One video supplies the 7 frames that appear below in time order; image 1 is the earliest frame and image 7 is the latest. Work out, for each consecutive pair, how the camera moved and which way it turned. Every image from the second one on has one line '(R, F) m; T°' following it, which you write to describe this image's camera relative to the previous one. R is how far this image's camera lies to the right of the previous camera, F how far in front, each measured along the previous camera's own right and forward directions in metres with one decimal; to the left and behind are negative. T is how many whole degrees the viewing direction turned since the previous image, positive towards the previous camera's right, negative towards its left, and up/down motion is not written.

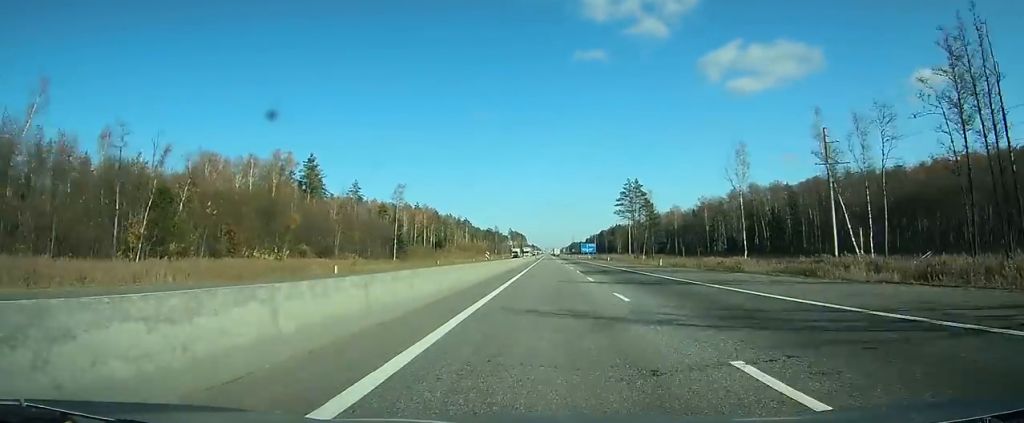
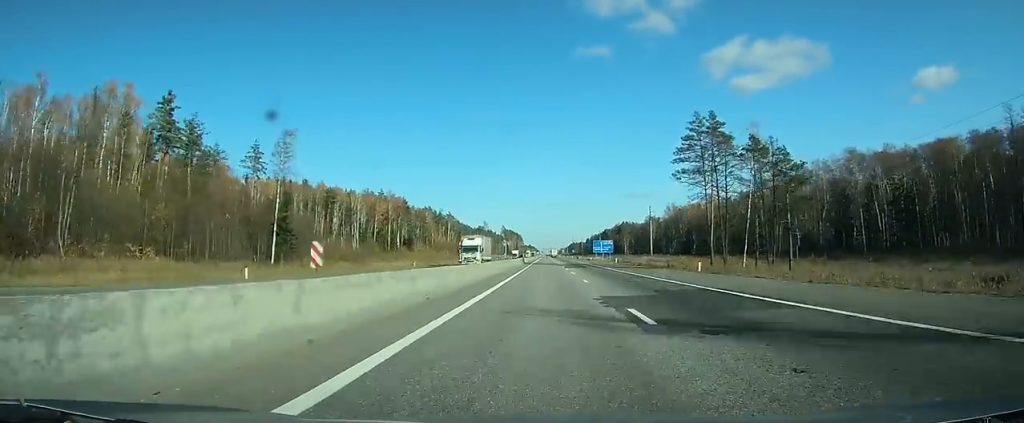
(+0.1, +67.6) m; 0°
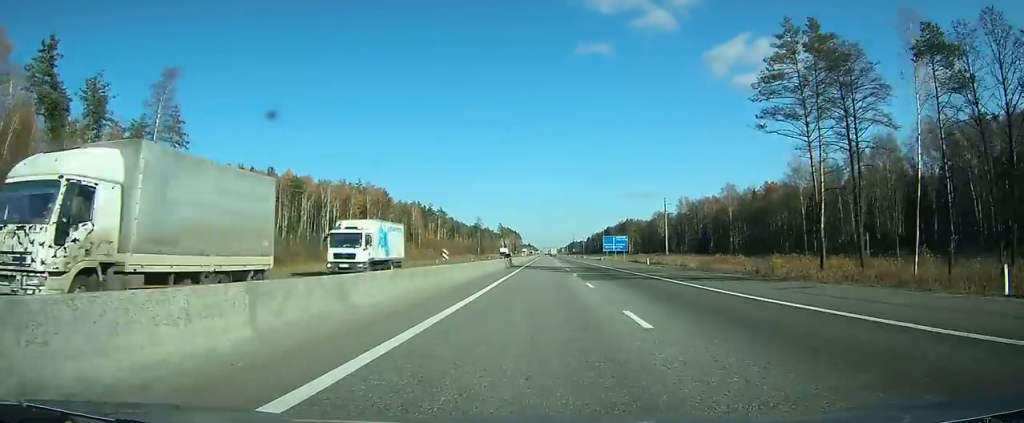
(-0.1, +29.3) m; 0°
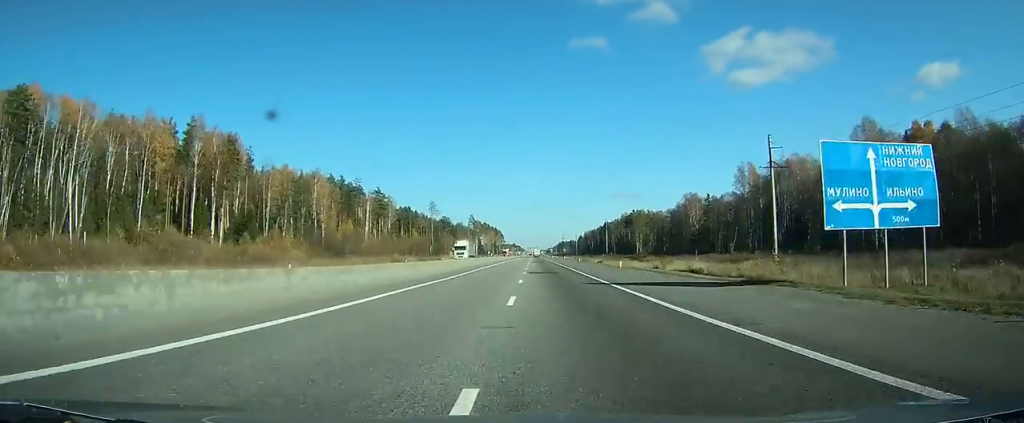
(+0.6, +100.6) m; 0°
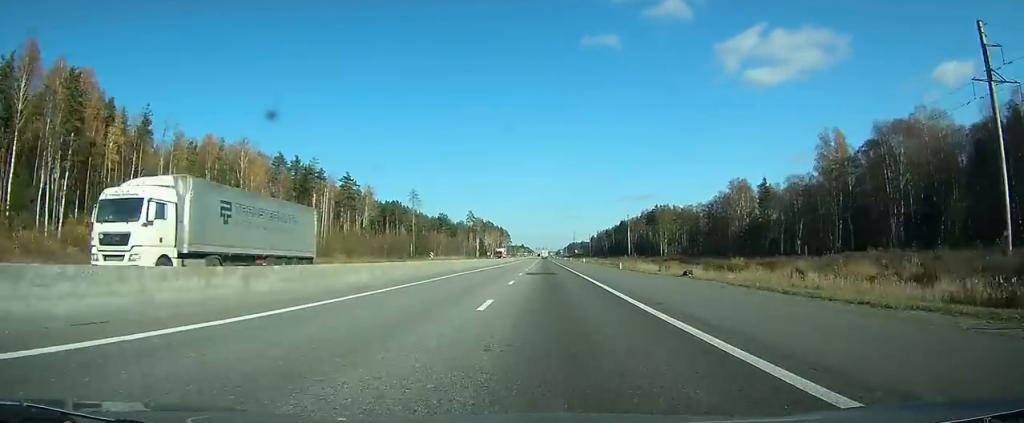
(-0.1, +49.5) m; 0°
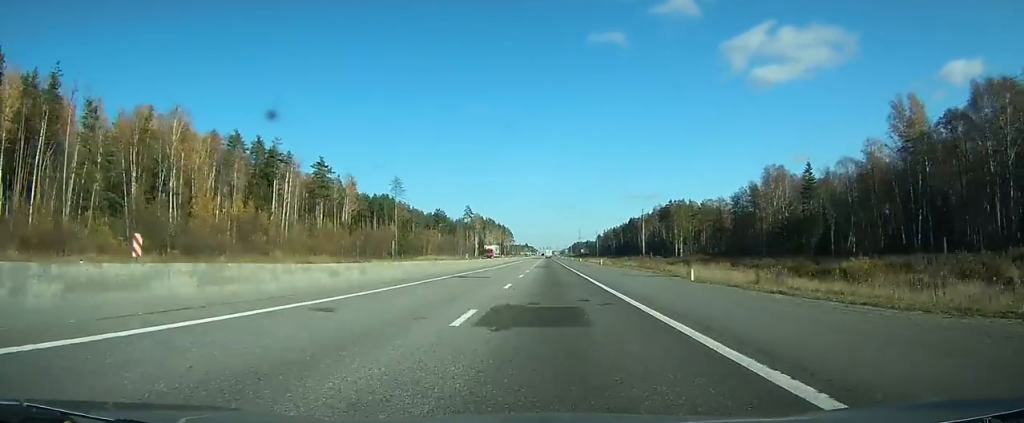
(0.0, +28.4) m; 0°
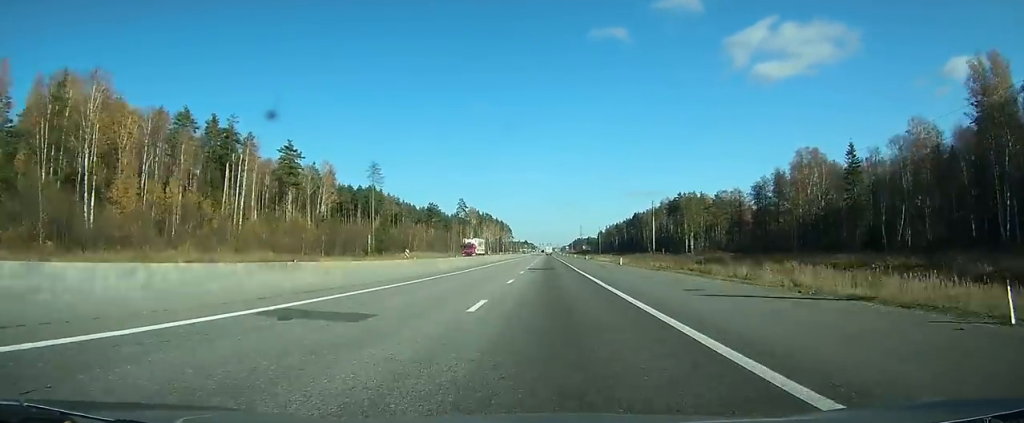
(0.0, +22.5) m; 0°
